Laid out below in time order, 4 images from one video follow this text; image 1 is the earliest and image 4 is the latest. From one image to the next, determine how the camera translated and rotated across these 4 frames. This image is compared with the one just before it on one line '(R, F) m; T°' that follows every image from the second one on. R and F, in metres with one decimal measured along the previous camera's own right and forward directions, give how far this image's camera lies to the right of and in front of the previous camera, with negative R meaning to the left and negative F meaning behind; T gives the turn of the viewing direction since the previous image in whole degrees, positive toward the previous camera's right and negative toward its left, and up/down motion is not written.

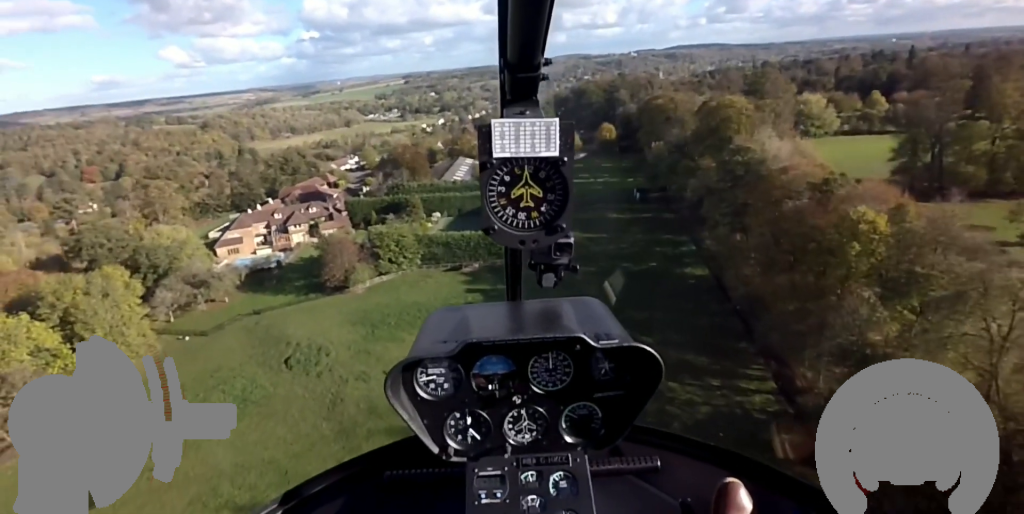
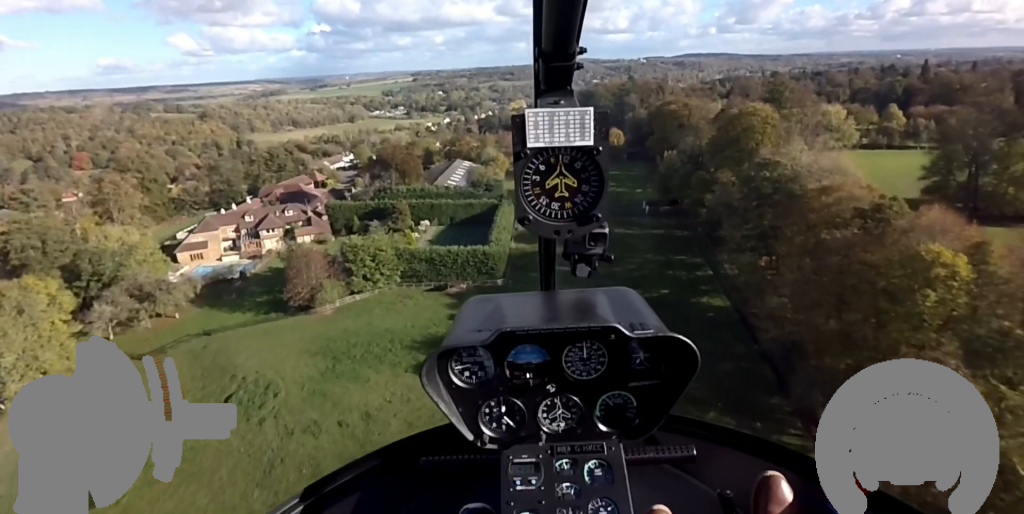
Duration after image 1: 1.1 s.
(+0.8, +13.0) m; +1°
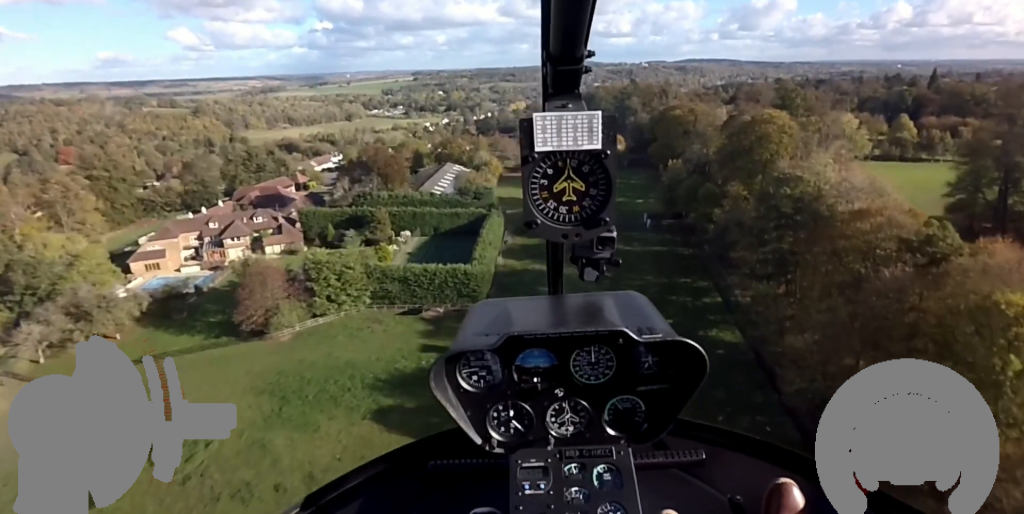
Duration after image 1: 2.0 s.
(-0.4, +10.6) m; -2°
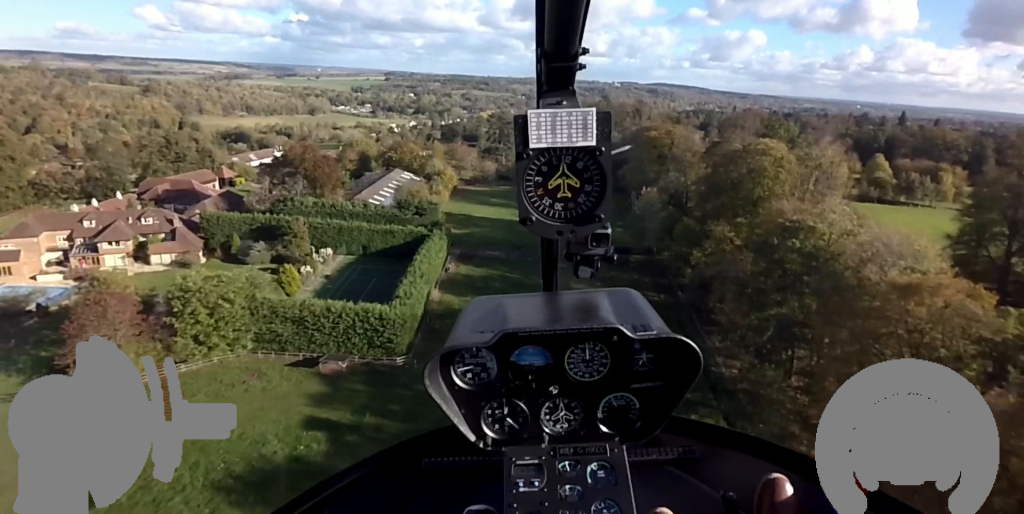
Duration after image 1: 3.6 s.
(0.0, +16.8) m; -4°
